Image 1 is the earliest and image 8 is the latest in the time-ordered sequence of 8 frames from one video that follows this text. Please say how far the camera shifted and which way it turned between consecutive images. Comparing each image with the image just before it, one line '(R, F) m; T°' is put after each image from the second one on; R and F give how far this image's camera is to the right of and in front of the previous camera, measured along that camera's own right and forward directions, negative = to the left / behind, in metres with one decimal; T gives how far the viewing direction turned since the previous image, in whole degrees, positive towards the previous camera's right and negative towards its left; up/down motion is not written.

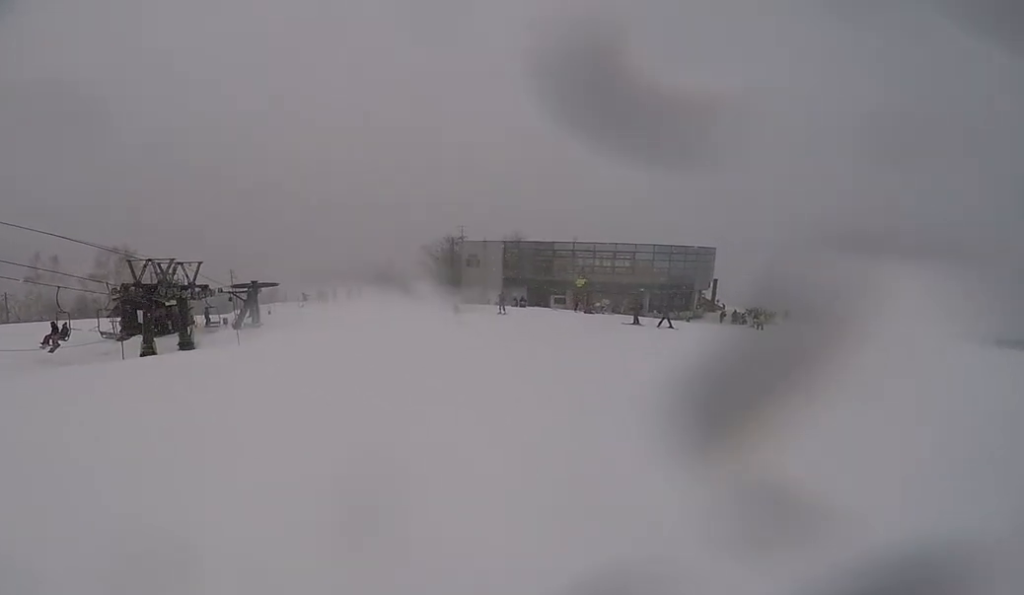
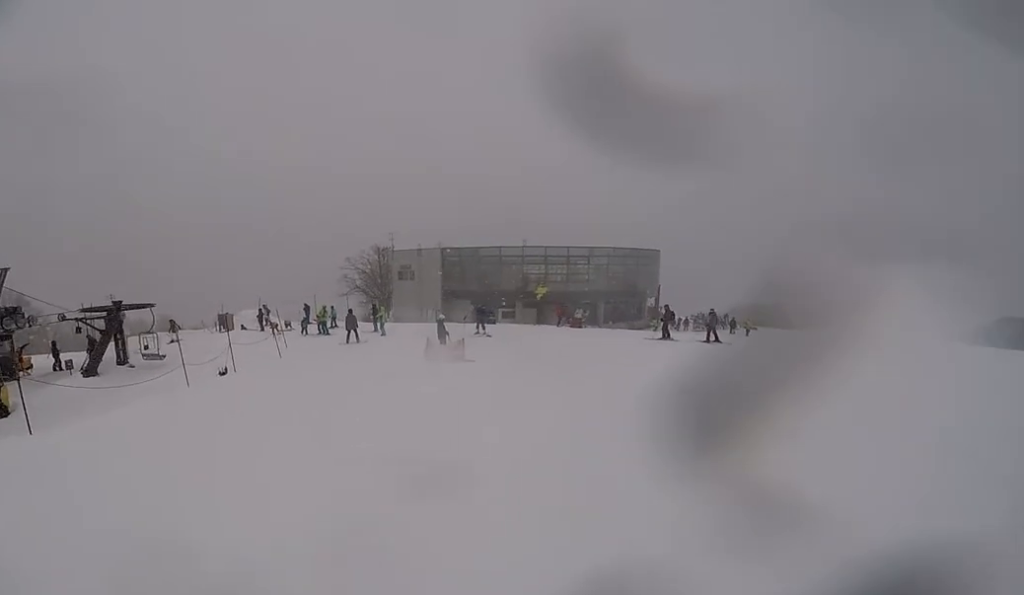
(+1.8, +10.3) m; +19°
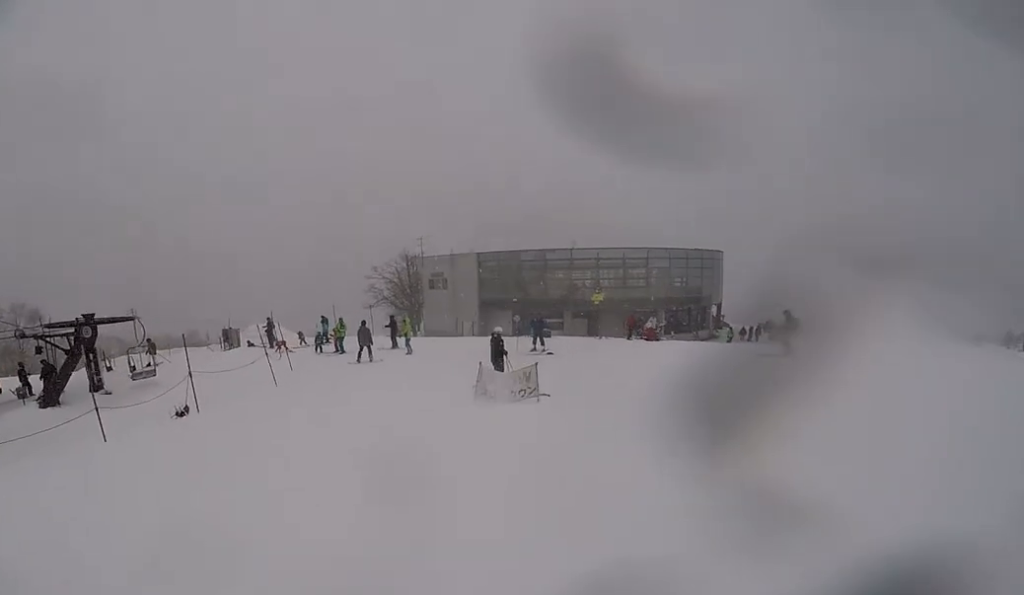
(+0.2, +5.2) m; +9°
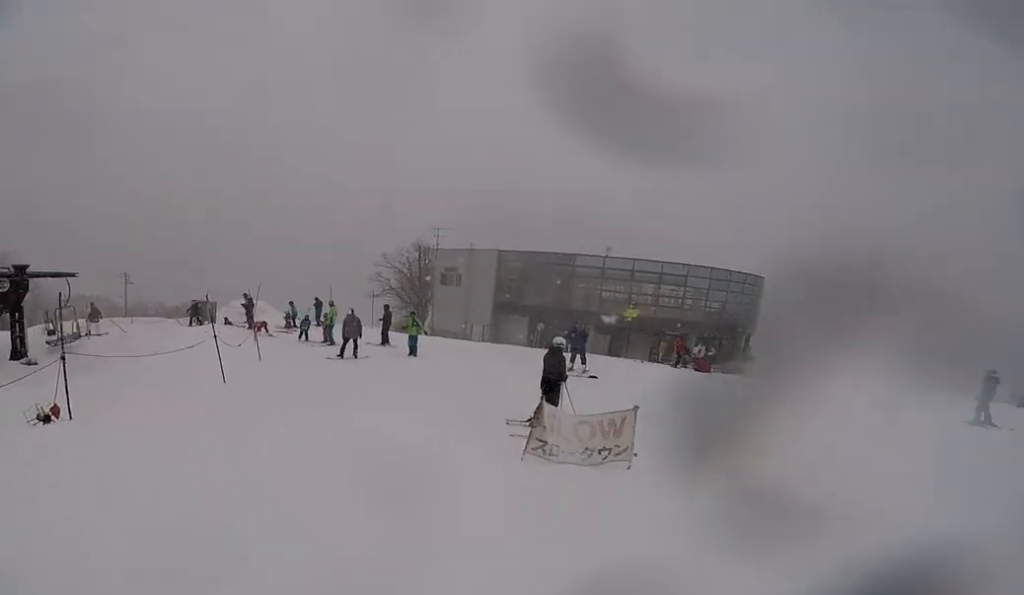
(+1.0, +3.9) m; 0°
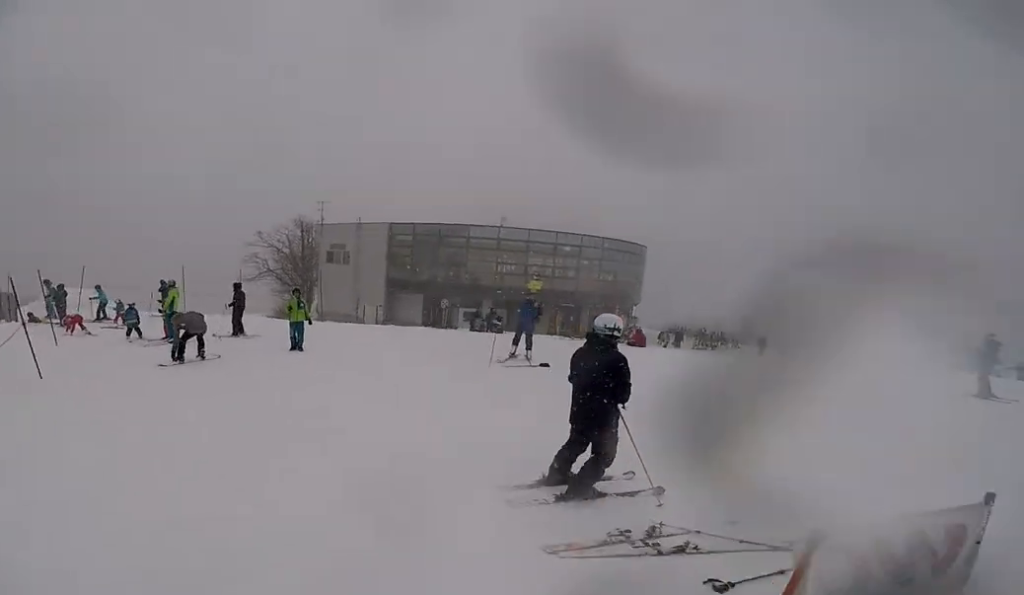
(-0.8, +4.3) m; +1°
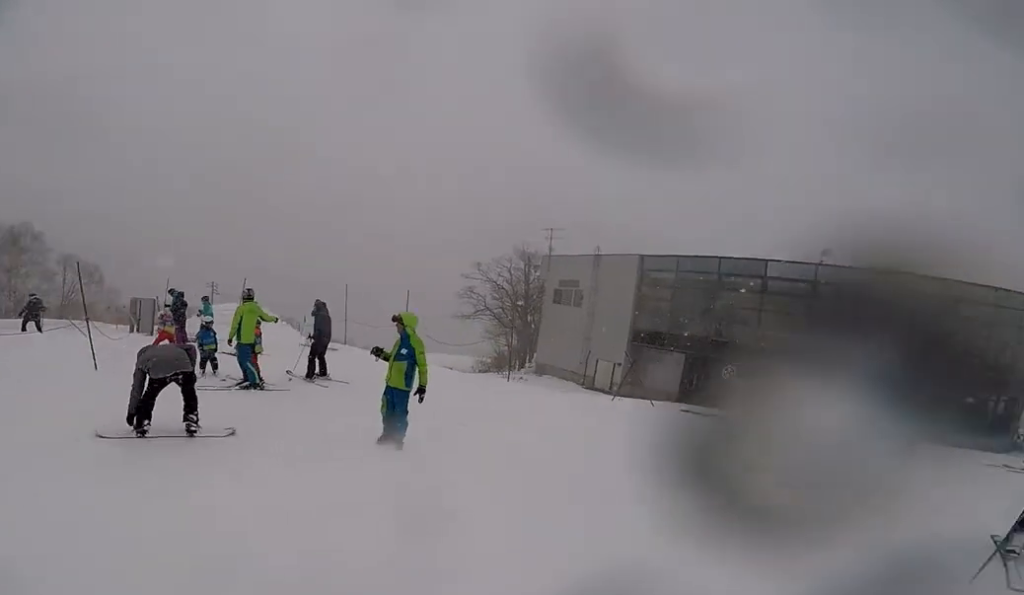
(+0.7, +6.3) m; -7°
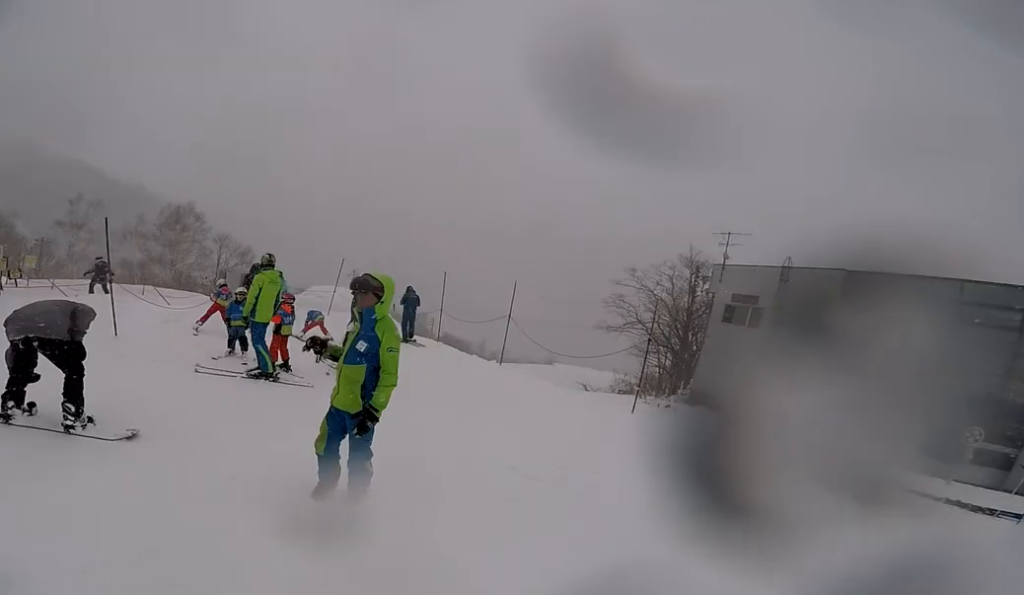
(-0.3, +2.4) m; -15°
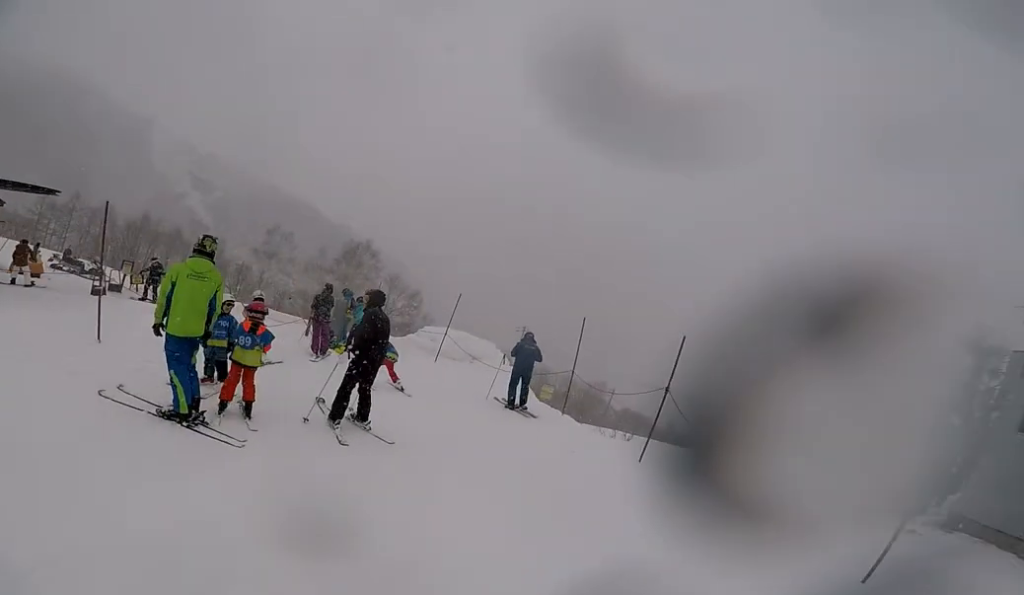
(-1.4, +3.7) m; -33°
